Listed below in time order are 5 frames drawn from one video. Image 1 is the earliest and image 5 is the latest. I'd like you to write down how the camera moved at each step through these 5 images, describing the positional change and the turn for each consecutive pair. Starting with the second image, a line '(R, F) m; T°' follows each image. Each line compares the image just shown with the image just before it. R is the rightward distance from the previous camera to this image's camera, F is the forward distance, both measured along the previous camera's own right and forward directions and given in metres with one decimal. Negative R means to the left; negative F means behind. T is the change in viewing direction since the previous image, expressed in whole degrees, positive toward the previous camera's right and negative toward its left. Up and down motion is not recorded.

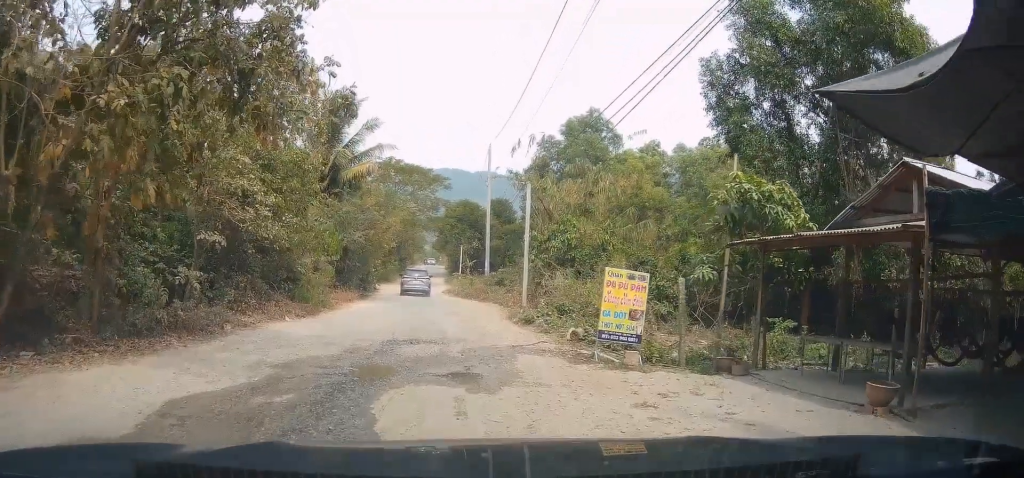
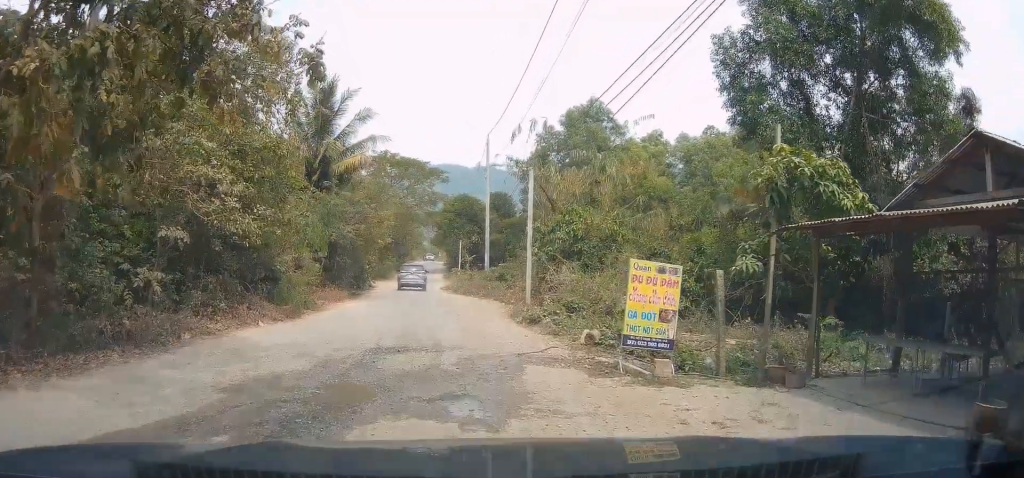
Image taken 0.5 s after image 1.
(-0.3, +2.1) m; -2°
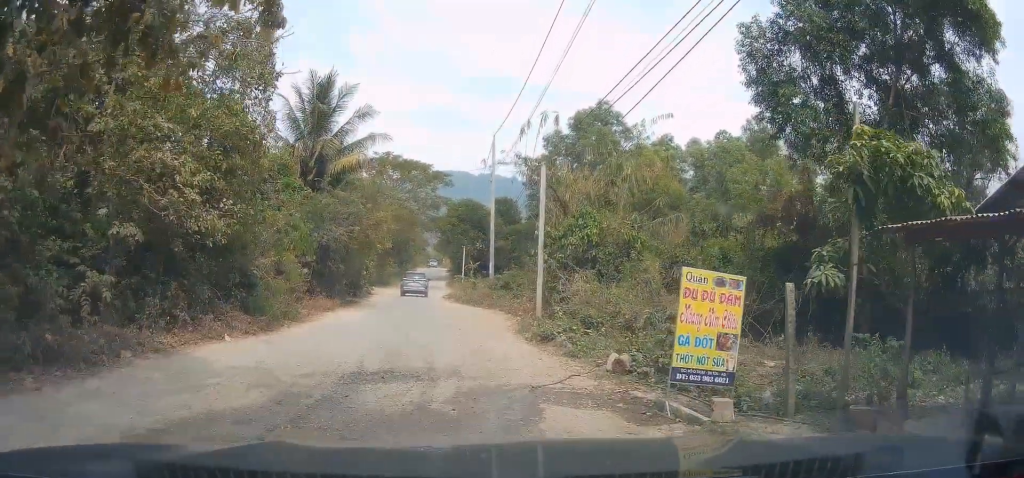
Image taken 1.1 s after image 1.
(-0.2, +2.5) m; -1°
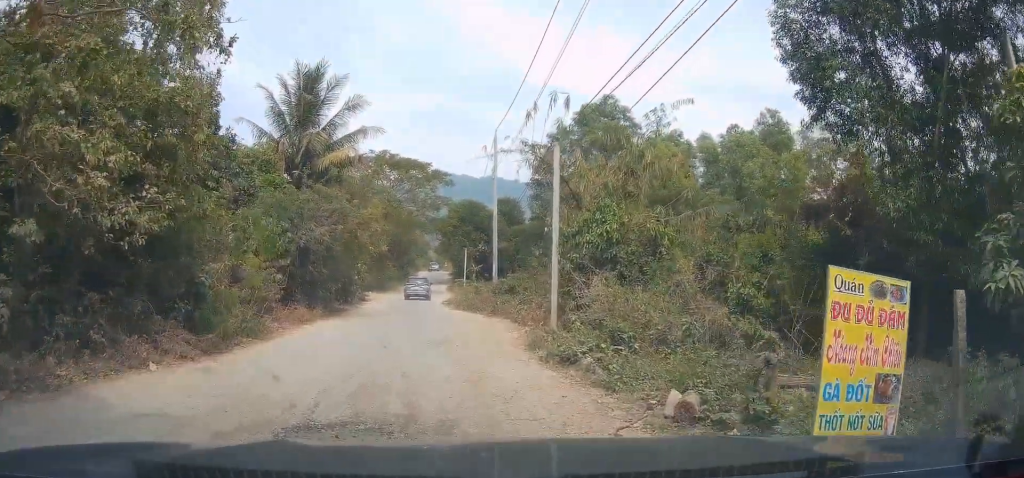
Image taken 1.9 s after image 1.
(+0.2, +3.2) m; +4°
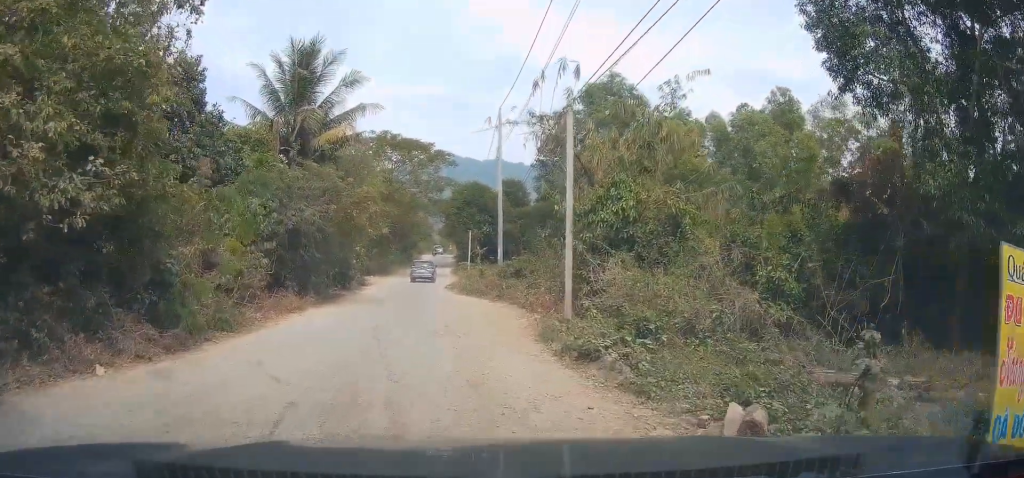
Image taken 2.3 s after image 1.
(0.0, +1.5) m; -1°
